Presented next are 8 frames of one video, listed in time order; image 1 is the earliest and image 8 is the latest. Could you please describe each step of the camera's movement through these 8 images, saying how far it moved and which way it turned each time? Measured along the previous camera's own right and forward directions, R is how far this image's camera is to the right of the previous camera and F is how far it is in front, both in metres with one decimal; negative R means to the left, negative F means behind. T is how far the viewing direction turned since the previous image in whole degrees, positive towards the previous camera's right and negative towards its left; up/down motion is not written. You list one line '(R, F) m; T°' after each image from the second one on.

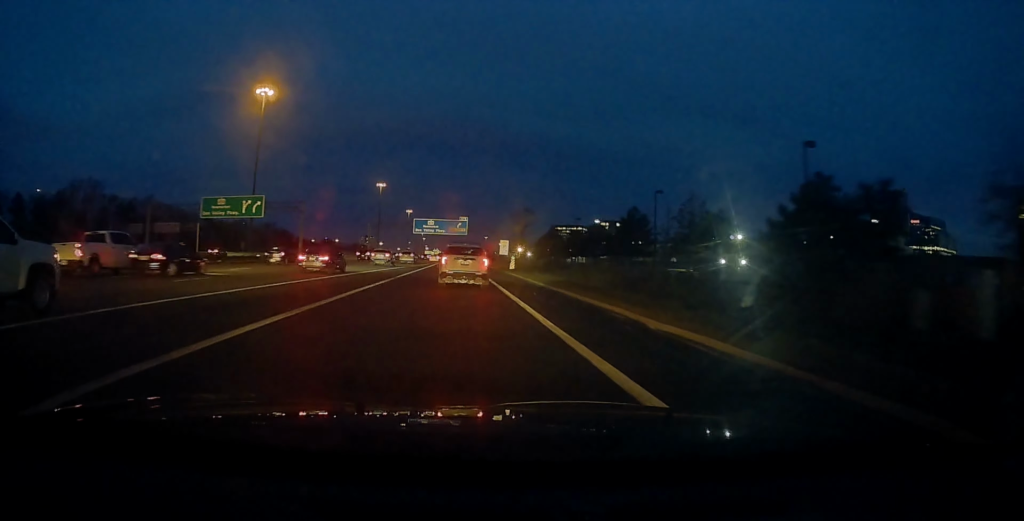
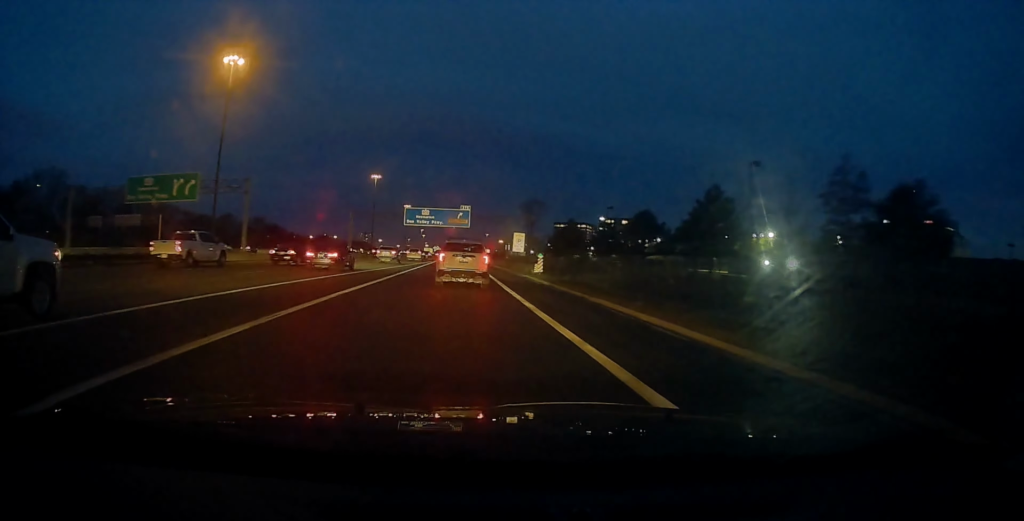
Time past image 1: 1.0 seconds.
(+0.2, +19.5) m; -1°
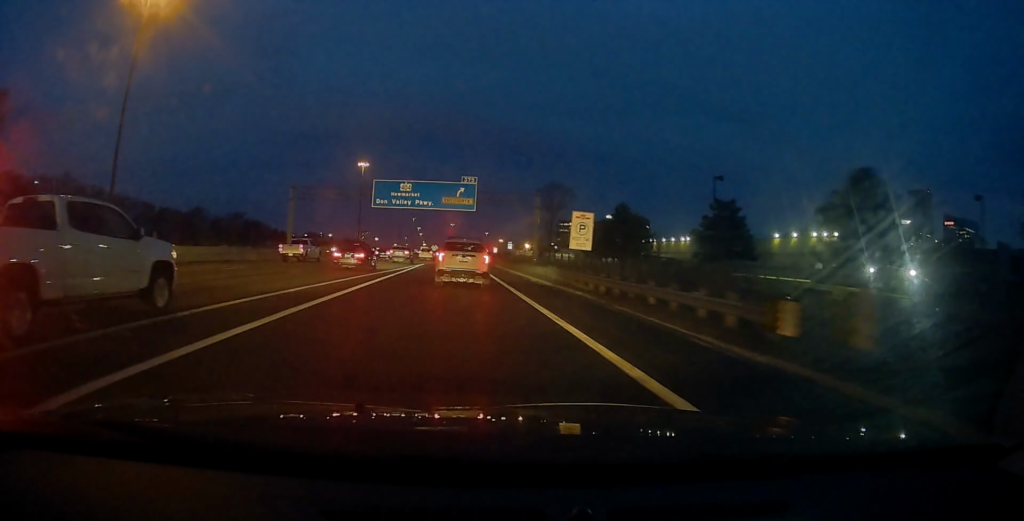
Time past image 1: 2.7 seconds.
(-0.4, +34.9) m; -1°
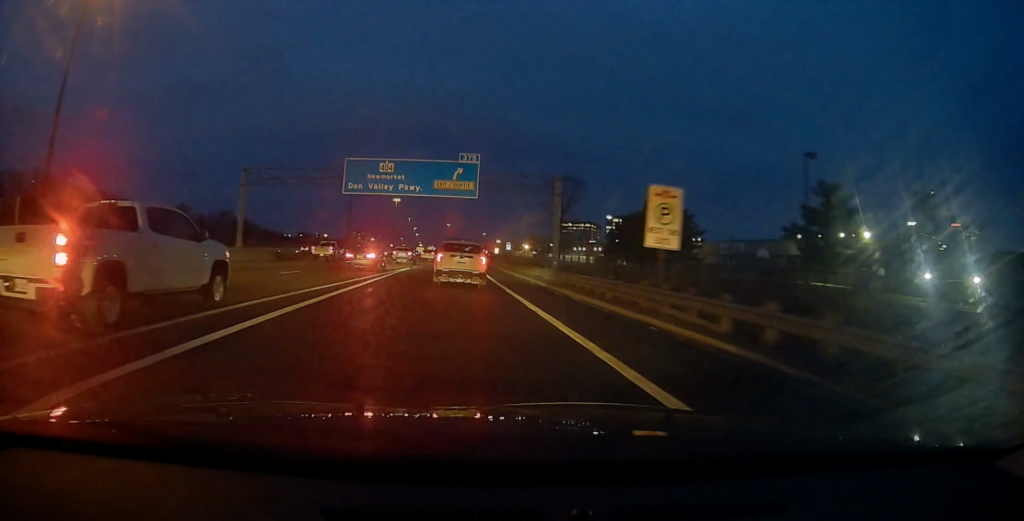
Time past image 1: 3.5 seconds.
(+0.1, +14.0) m; -1°
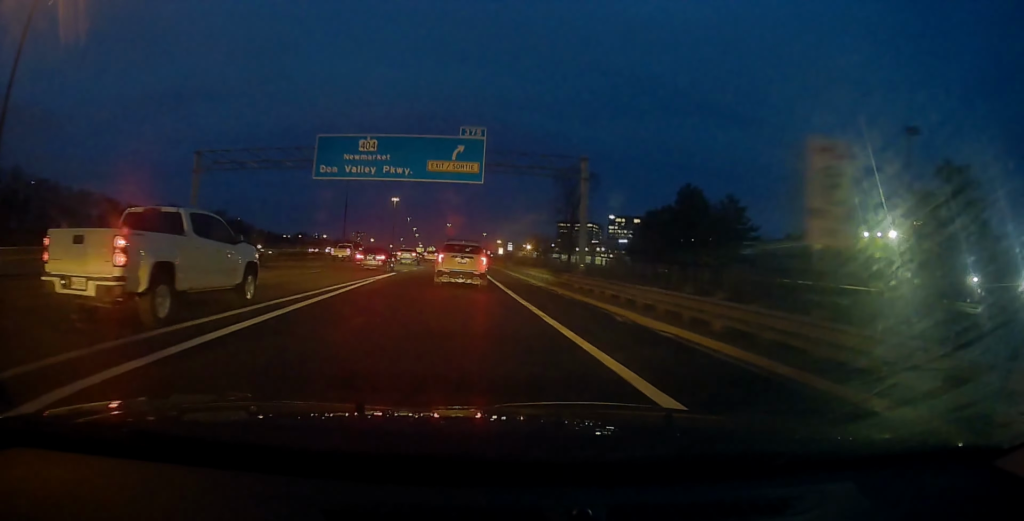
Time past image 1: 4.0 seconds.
(-0.2, +9.3) m; -1°
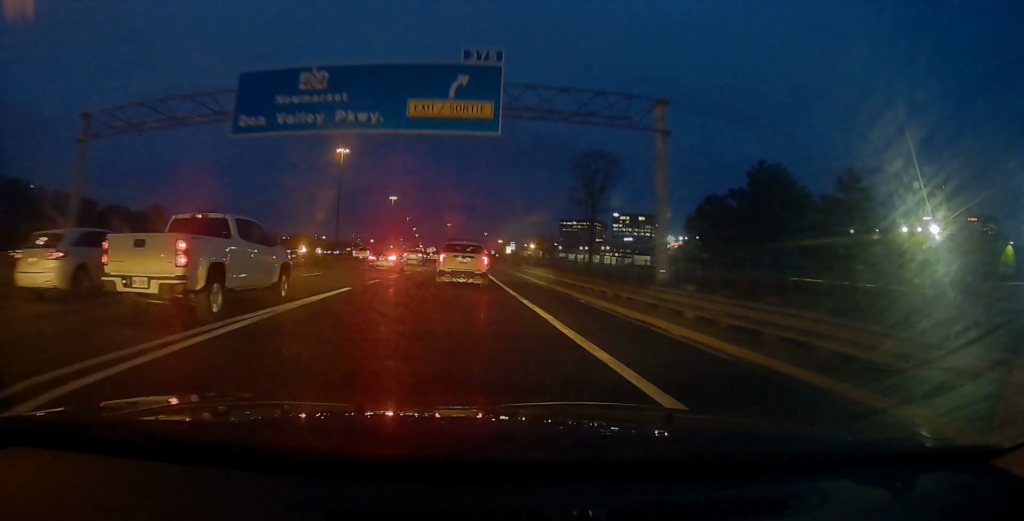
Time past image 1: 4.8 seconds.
(-0.1, +13.5) m; +1°
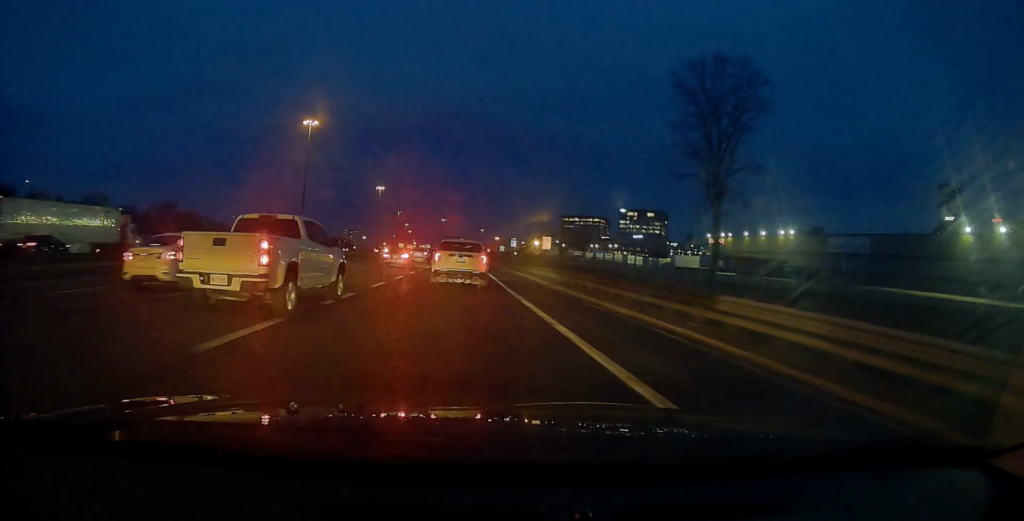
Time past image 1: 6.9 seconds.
(+1.2, +38.0) m; +1°
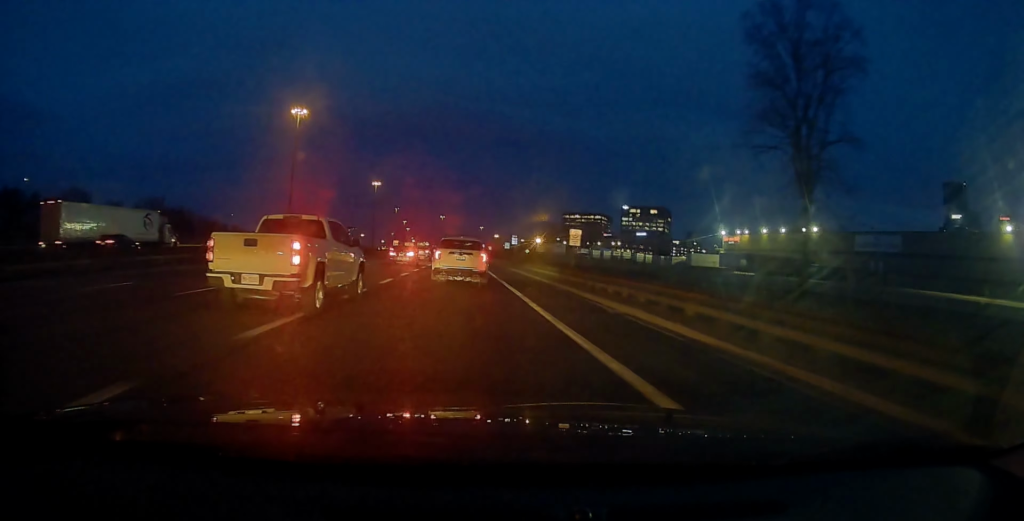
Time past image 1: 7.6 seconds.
(-0.1, +11.0) m; -1°
